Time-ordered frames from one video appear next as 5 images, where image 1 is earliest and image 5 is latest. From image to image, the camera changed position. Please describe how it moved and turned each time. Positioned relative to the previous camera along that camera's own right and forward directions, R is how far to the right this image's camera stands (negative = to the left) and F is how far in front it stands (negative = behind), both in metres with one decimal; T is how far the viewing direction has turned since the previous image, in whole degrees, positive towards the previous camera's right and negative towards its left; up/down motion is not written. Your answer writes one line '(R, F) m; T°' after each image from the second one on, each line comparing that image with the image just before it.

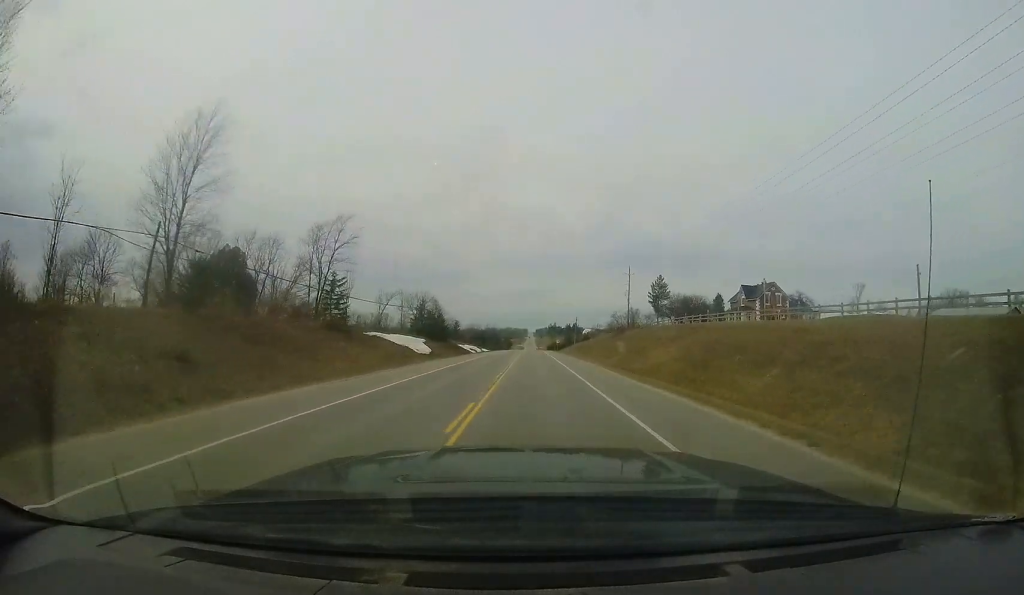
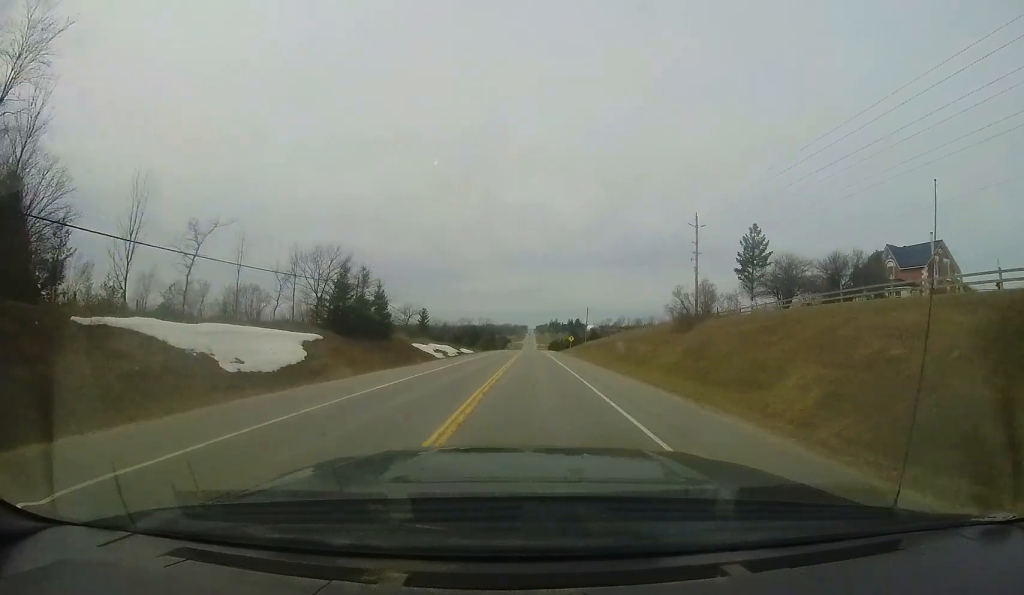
(+0.1, +32.4) m; 0°
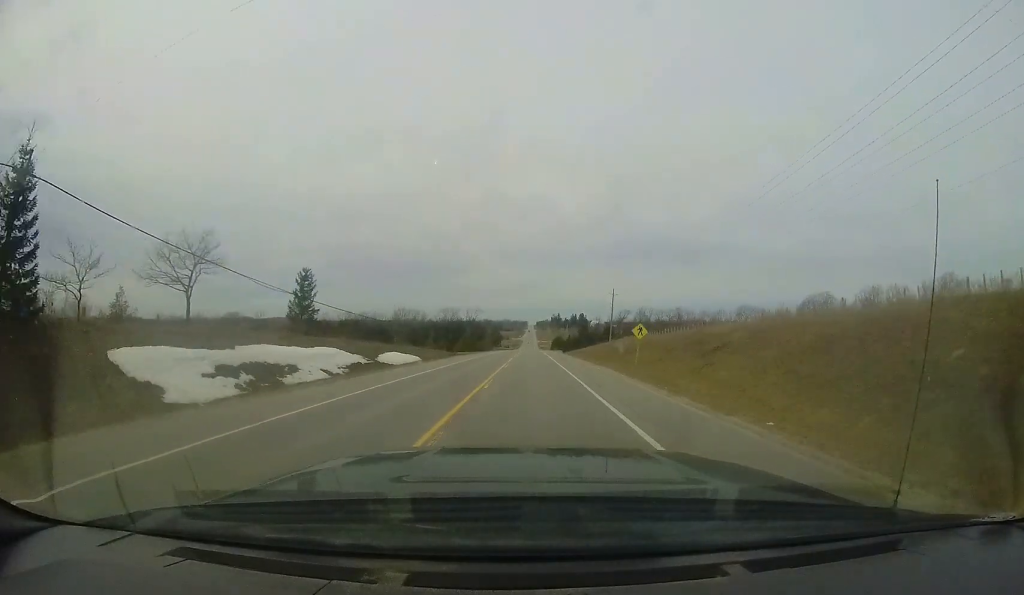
(-0.1, +41.2) m; 0°
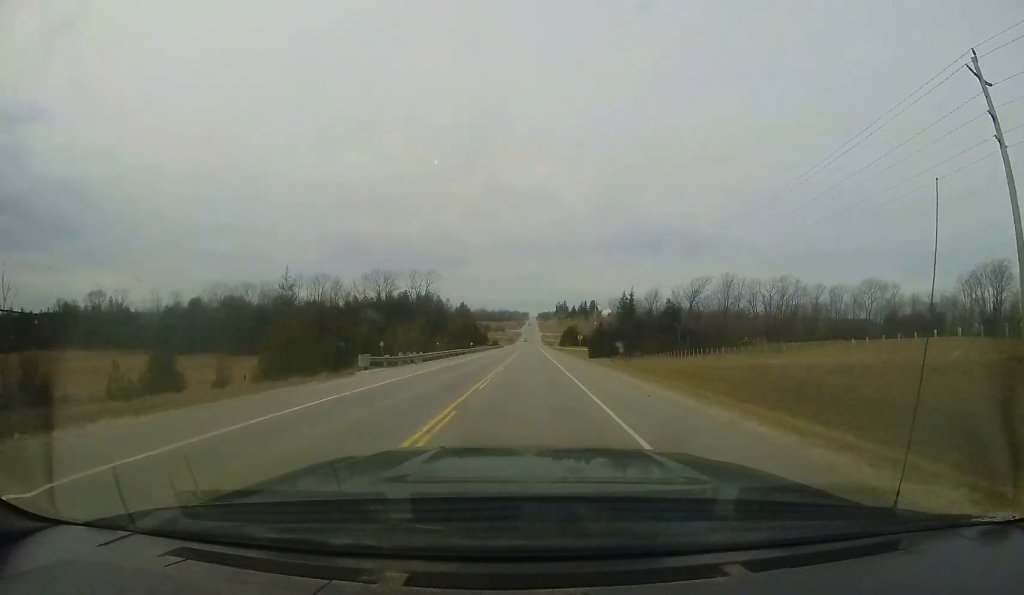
(-0.3, +78.7) m; -1°
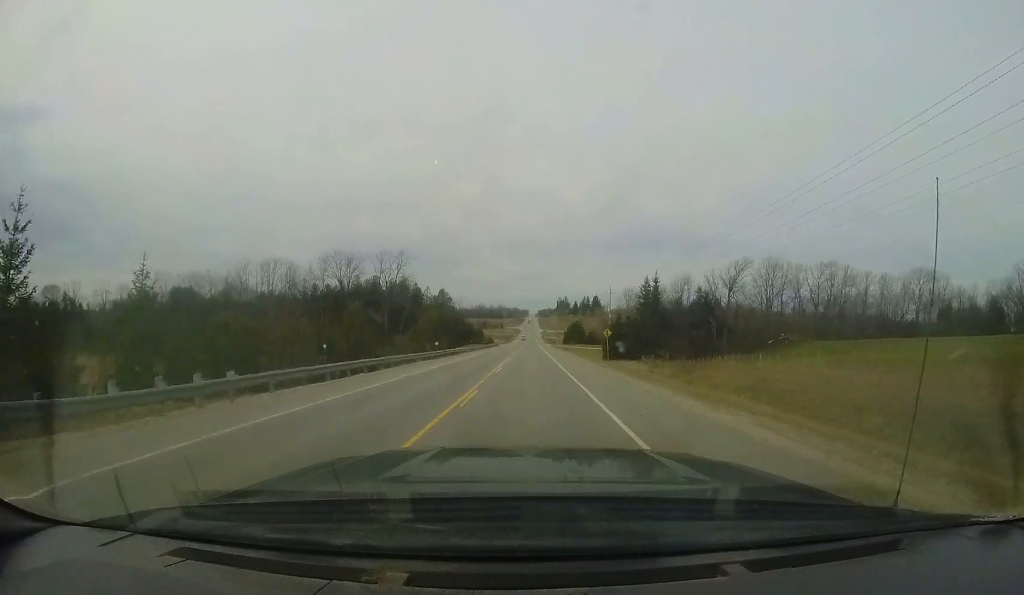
(-0.2, +19.7) m; +1°
